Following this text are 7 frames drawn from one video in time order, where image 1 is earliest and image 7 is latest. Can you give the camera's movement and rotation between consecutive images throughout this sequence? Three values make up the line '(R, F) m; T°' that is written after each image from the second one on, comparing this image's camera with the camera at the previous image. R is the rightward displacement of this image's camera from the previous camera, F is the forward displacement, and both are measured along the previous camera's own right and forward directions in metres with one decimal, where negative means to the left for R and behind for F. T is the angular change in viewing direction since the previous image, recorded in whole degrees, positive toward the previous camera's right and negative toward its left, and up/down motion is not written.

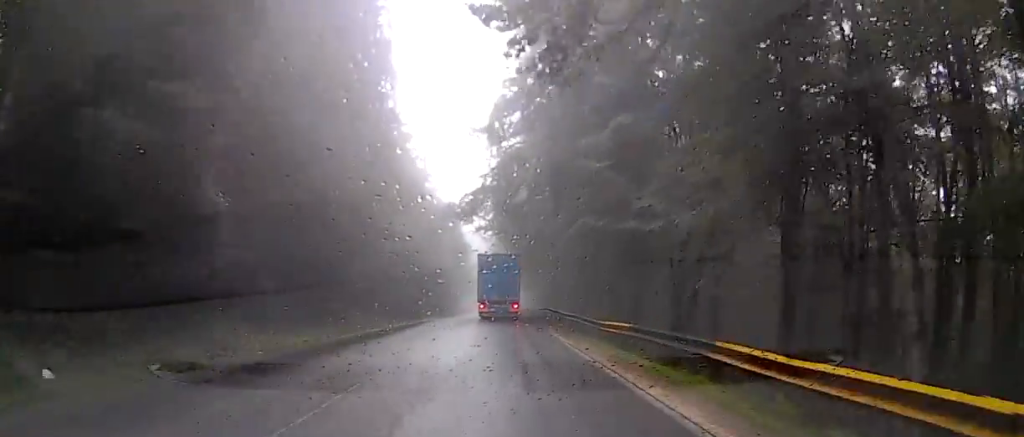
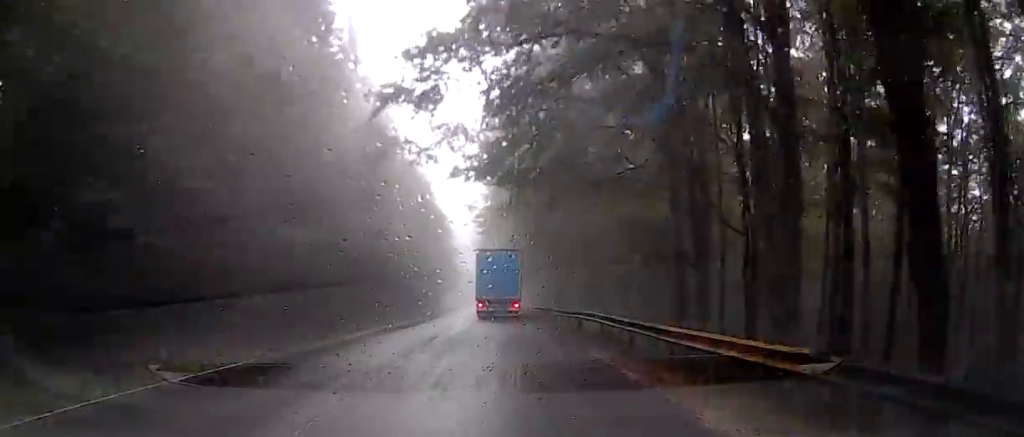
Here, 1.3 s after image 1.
(-0.2, +21.4) m; 0°
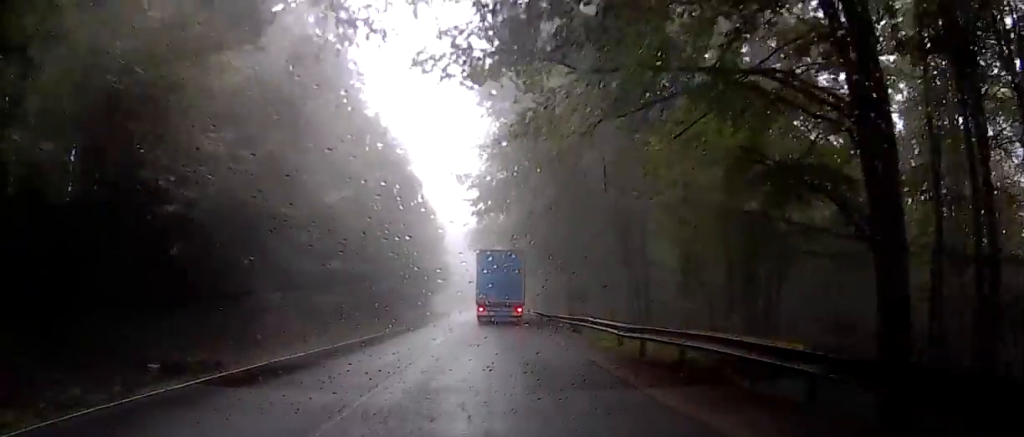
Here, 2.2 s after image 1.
(+0.4, +13.2) m; +3°
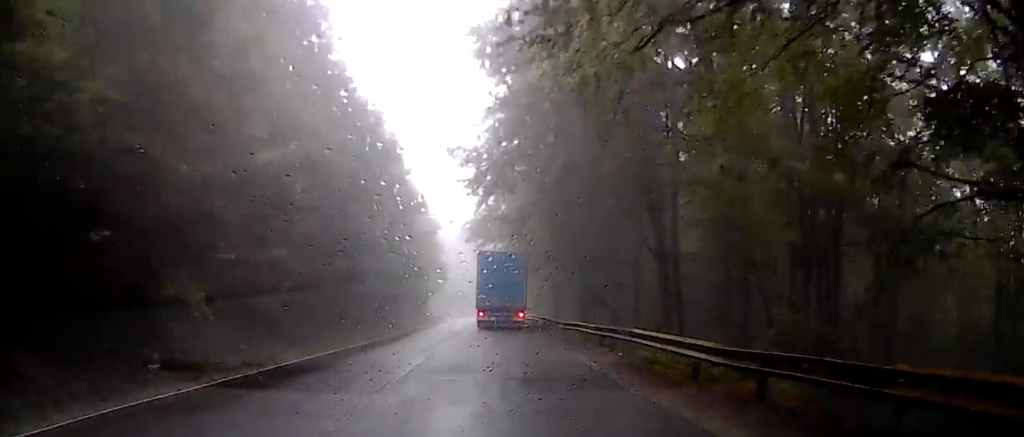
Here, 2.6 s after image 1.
(+0.3, +6.9) m; +2°
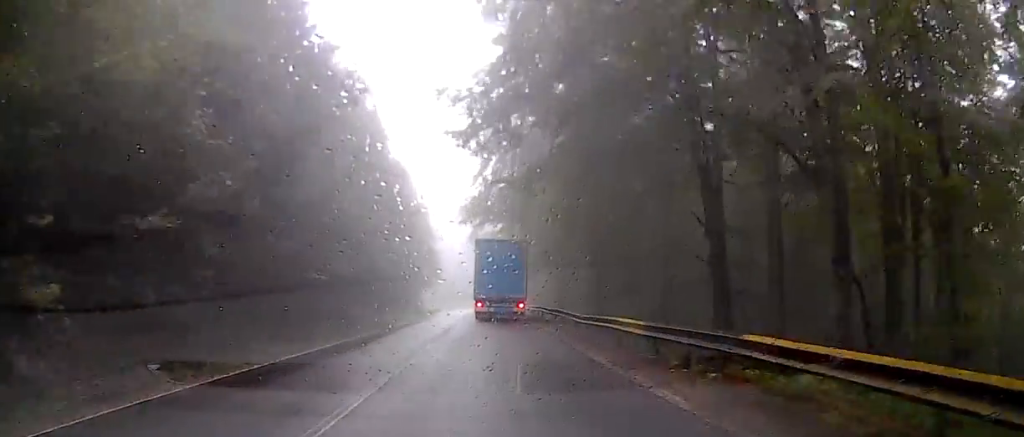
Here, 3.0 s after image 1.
(0.0, +6.2) m; 0°
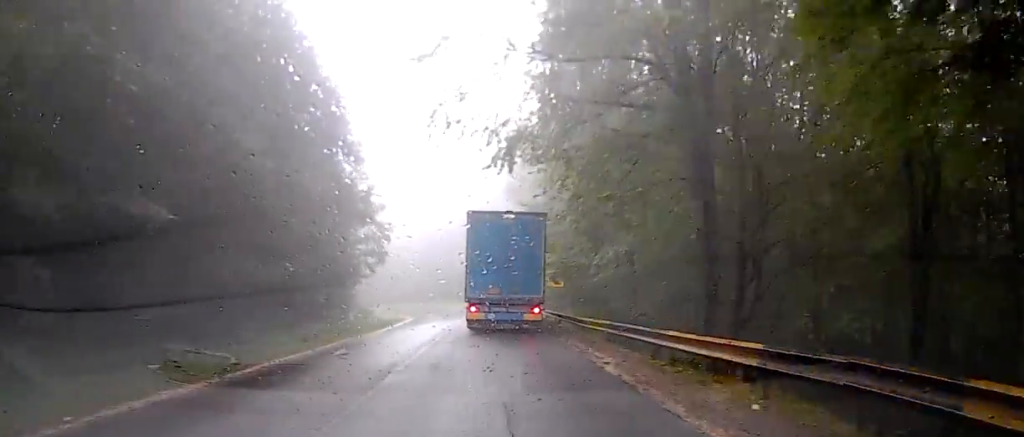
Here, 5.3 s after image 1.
(-2.0, +34.0) m; -6°
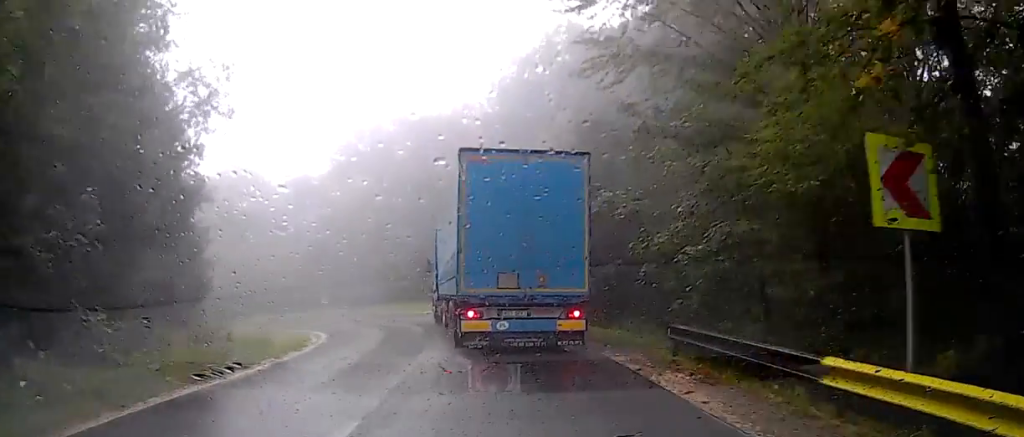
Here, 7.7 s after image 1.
(+2.1, +27.5) m; +5°
